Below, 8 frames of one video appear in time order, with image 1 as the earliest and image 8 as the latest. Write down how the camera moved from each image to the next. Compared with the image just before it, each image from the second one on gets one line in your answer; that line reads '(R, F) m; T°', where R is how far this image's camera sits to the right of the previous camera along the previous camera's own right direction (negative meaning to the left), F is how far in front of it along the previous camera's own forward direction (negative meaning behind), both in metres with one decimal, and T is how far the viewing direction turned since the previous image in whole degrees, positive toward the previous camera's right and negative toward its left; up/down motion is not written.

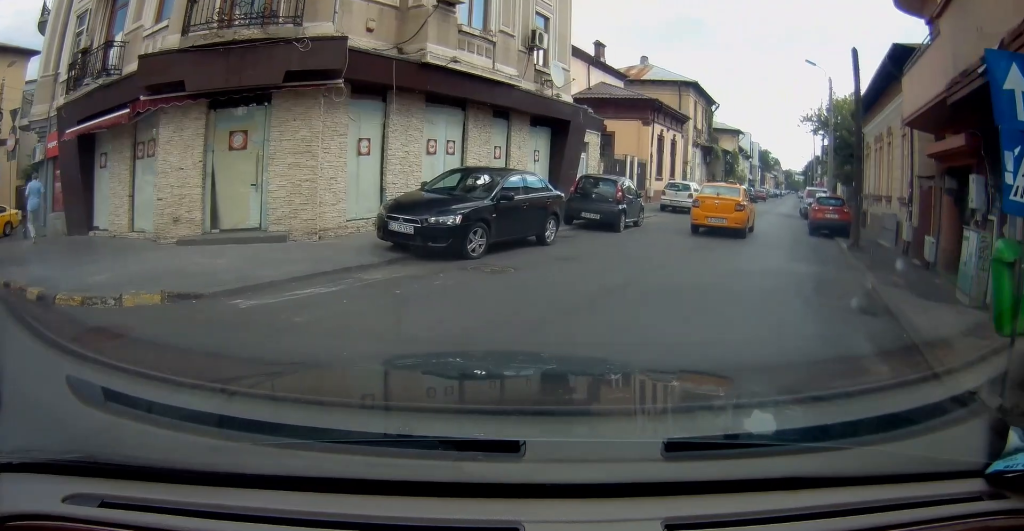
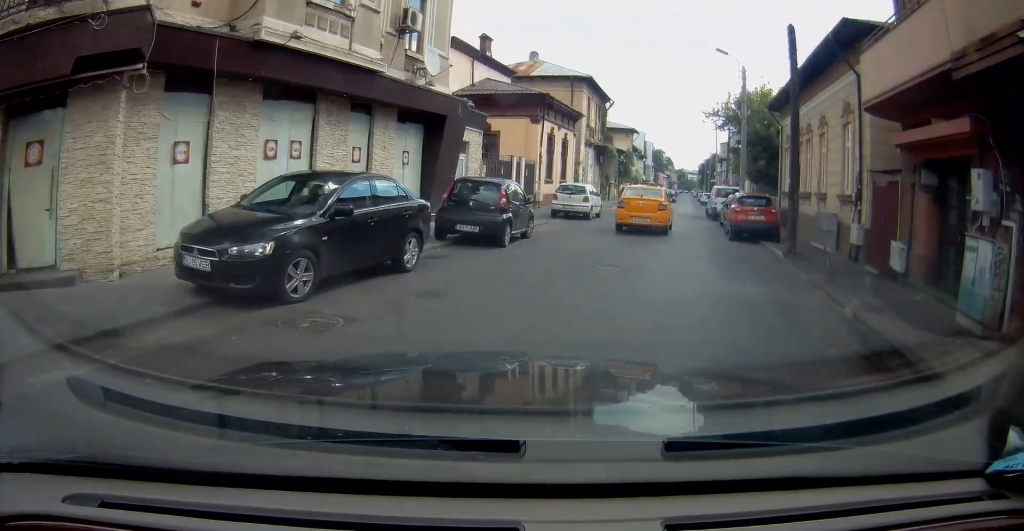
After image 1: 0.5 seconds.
(+0.5, +2.7) m; +8°
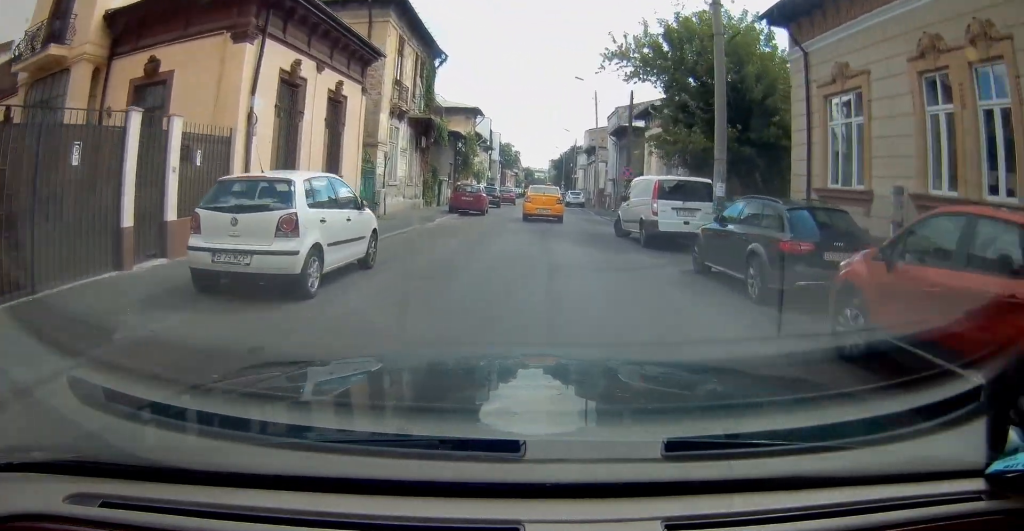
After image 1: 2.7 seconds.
(+3.2, +15.4) m; +15°
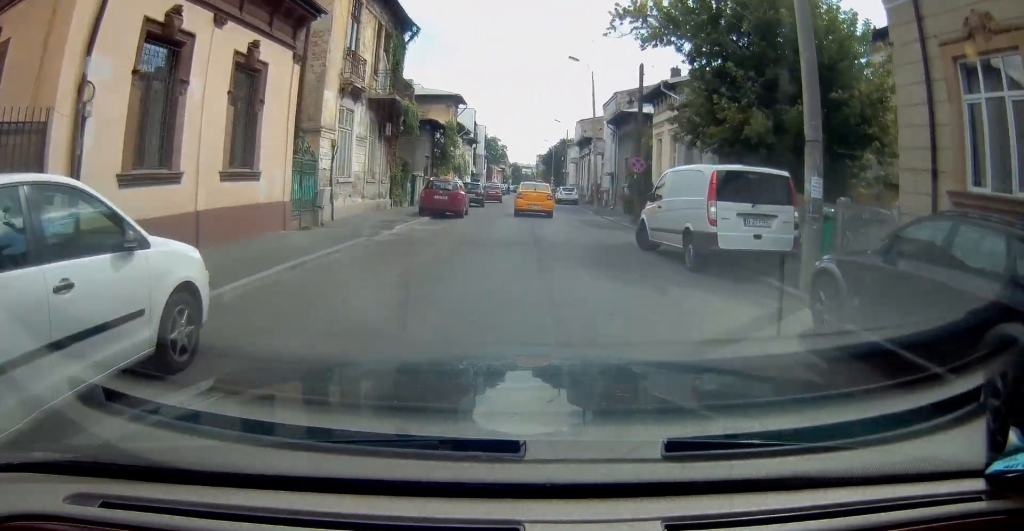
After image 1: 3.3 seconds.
(+0.1, +4.9) m; 0°
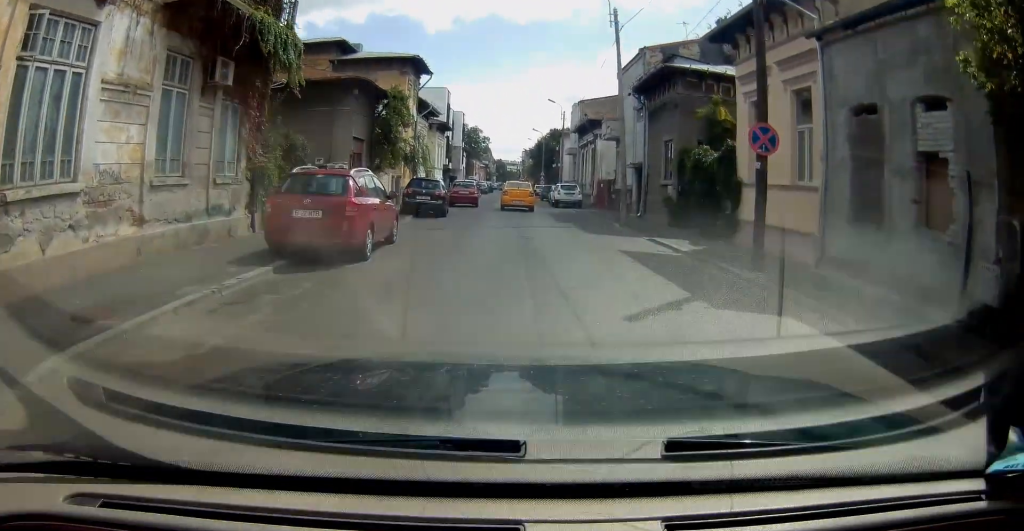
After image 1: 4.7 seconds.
(-0.2, +13.3) m; -1°
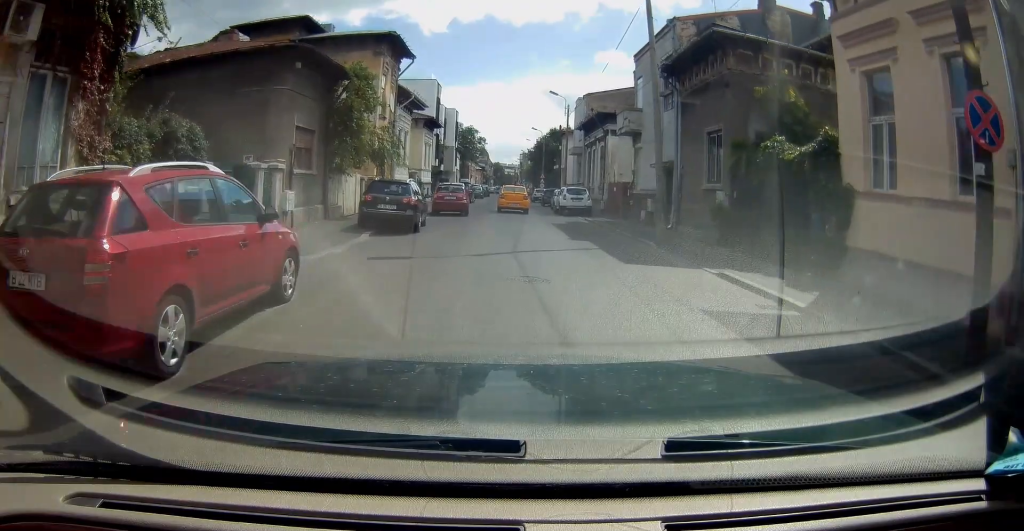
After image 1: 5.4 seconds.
(0.0, +5.9) m; +1°
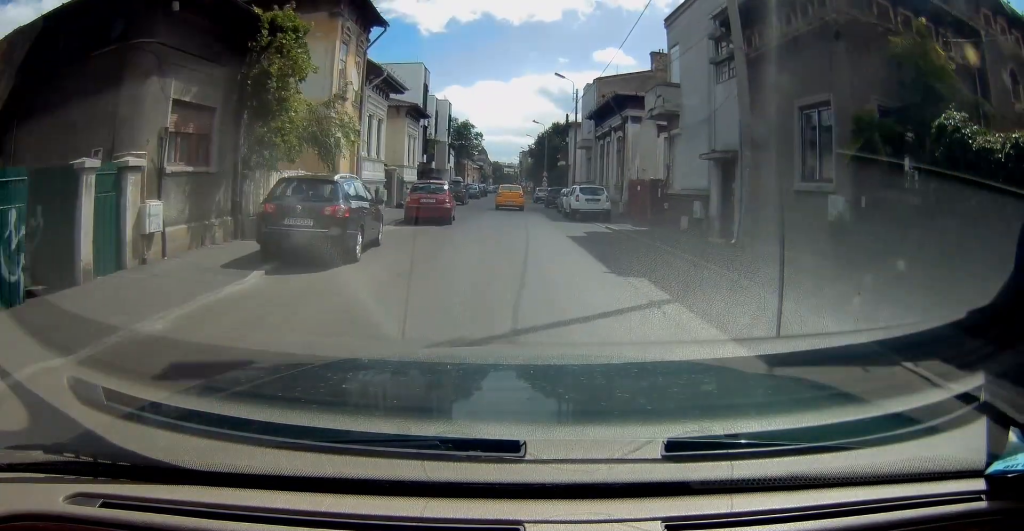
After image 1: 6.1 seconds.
(0.0, +6.5) m; +2°
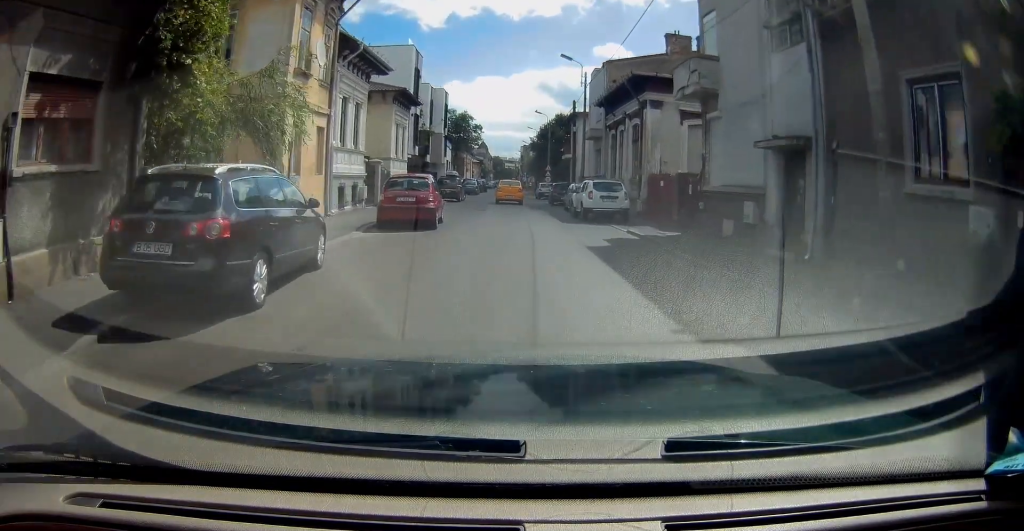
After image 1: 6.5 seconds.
(+0.1, +4.0) m; 0°
